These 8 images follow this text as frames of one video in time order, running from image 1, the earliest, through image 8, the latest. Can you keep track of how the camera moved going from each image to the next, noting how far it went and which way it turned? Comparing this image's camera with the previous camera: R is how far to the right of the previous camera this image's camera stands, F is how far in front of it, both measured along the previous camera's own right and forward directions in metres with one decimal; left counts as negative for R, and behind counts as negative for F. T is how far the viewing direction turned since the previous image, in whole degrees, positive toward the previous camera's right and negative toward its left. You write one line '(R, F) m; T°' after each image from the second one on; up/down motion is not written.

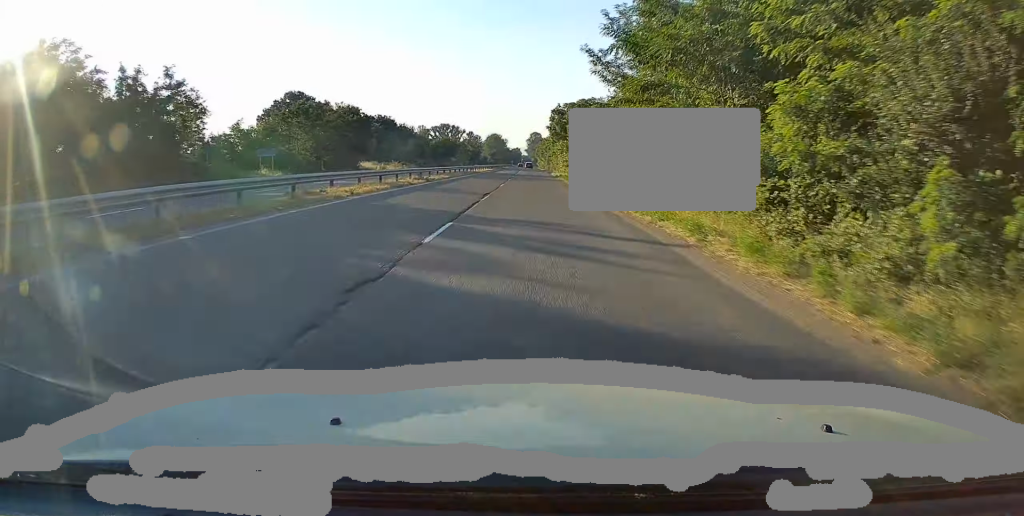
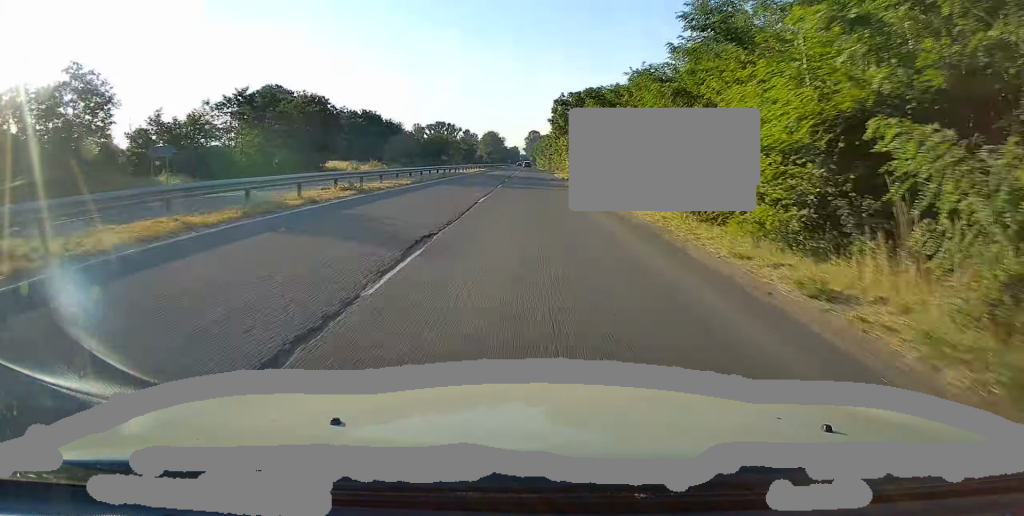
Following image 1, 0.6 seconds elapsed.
(-0.1, +14.7) m; 0°
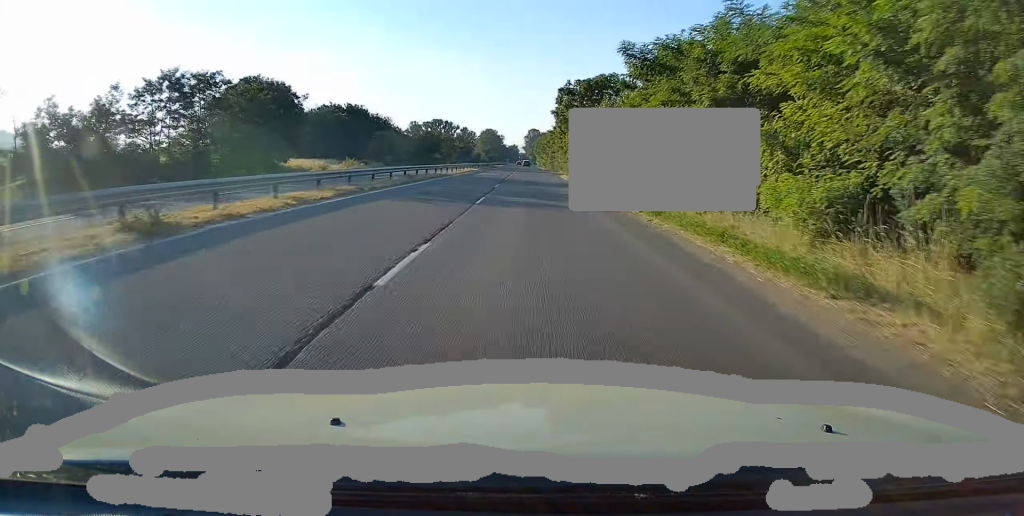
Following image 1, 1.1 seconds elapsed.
(0.0, +13.1) m; 0°
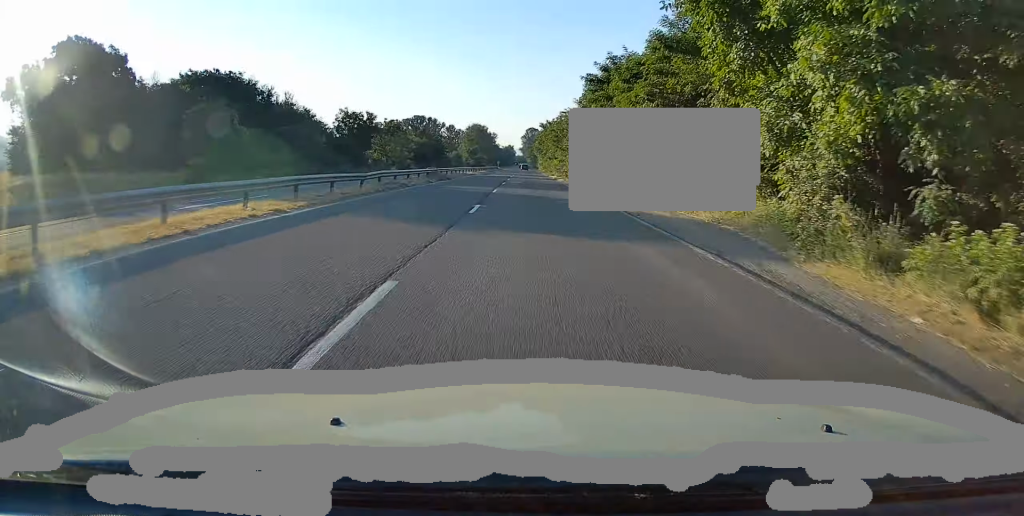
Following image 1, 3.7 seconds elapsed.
(+0.6, +63.1) m; 0°
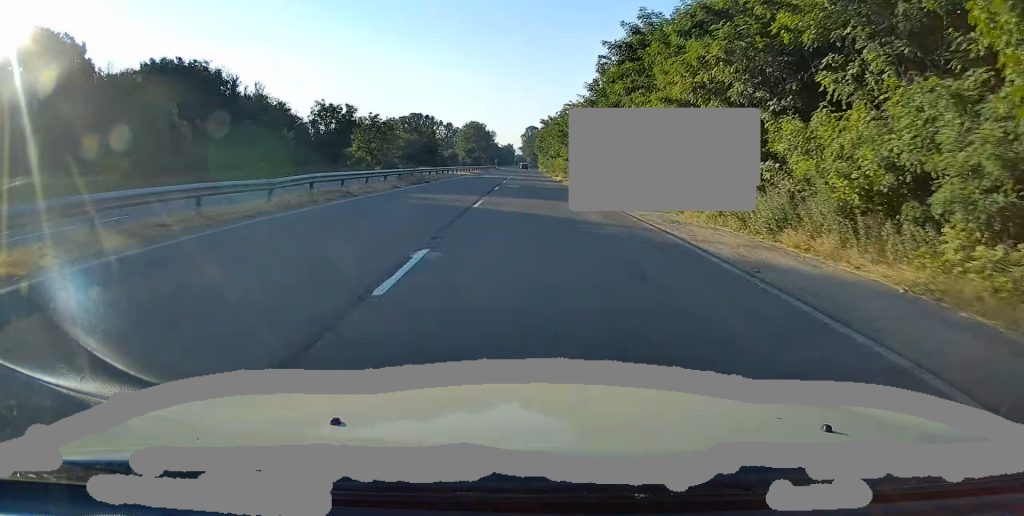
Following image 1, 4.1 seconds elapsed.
(0.0, +9.9) m; 0°
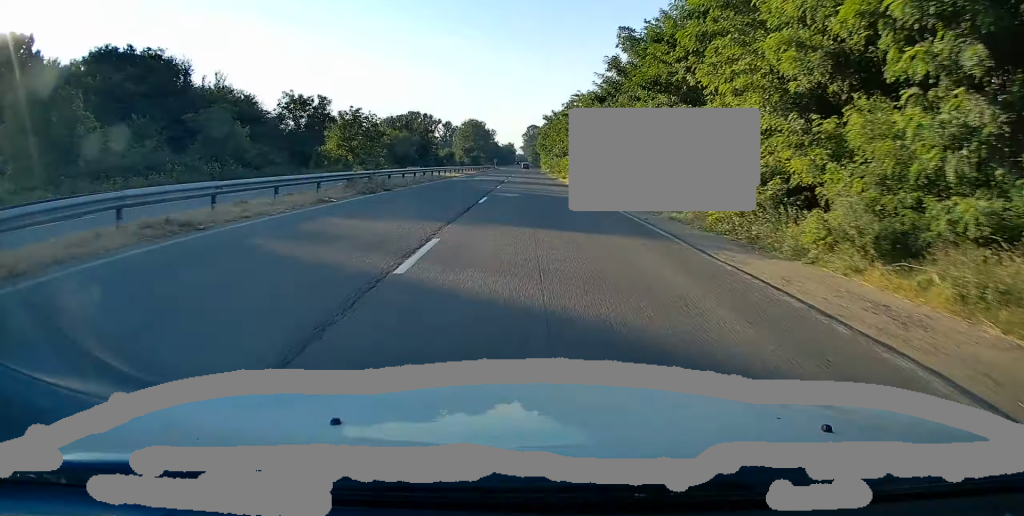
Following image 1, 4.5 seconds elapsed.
(0.0, +10.6) m; 0°
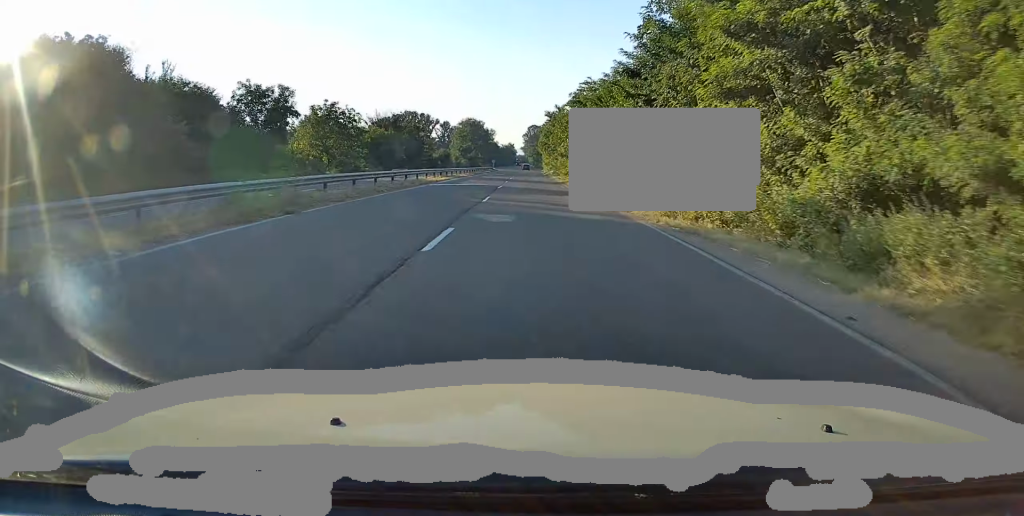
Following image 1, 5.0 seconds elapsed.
(-0.1, +10.7) m; 0°
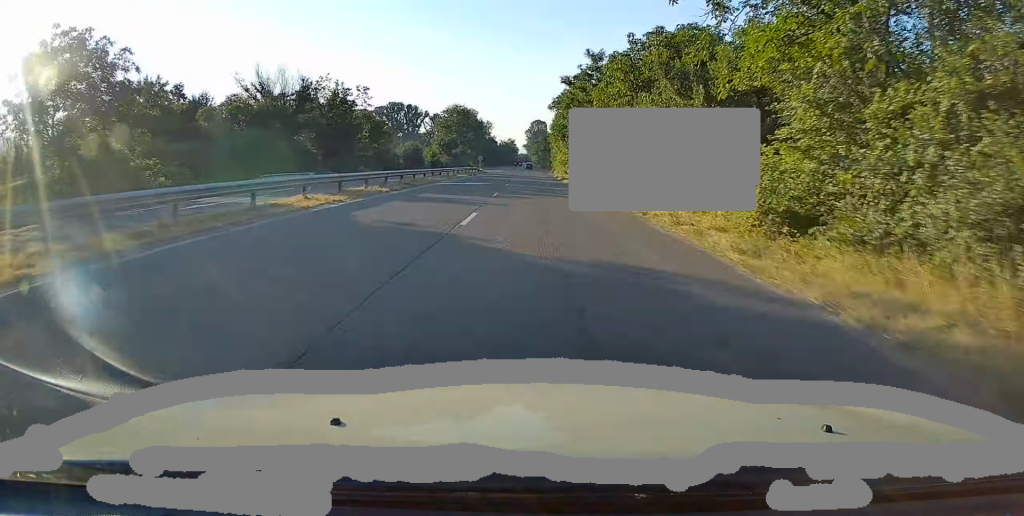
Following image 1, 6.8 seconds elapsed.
(+0.2, +44.4) m; 0°
